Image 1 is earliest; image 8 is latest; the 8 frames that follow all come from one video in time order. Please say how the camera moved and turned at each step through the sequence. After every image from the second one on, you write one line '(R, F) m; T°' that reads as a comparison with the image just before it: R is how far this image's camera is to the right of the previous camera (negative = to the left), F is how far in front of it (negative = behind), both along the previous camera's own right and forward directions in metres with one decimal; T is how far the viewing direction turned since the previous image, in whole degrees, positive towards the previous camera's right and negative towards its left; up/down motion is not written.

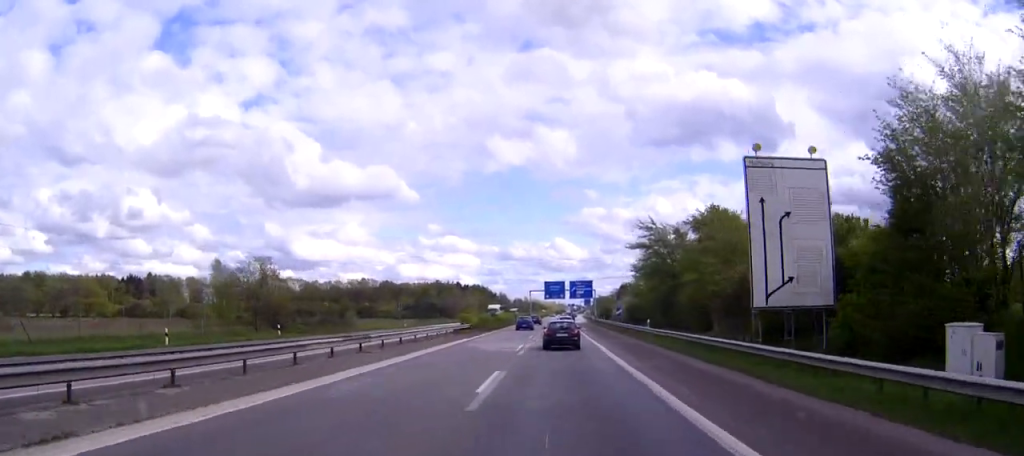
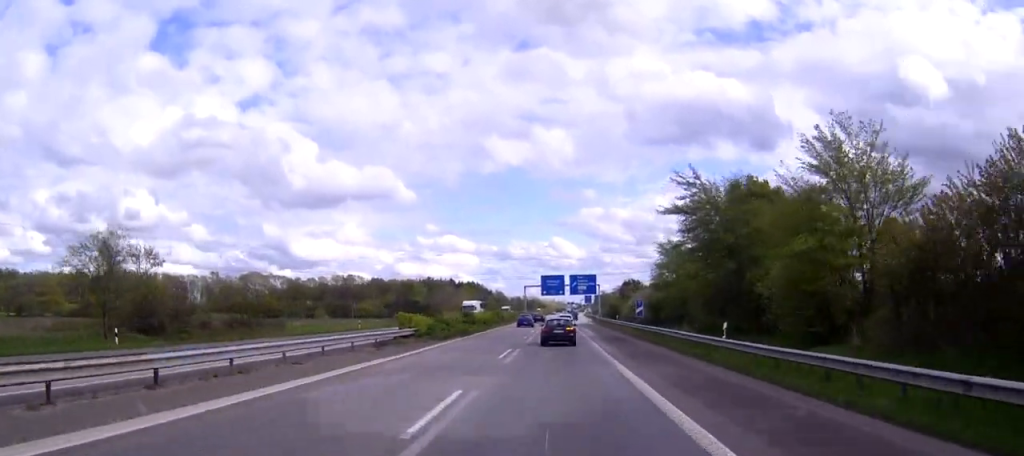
(0.0, +24.3) m; 0°
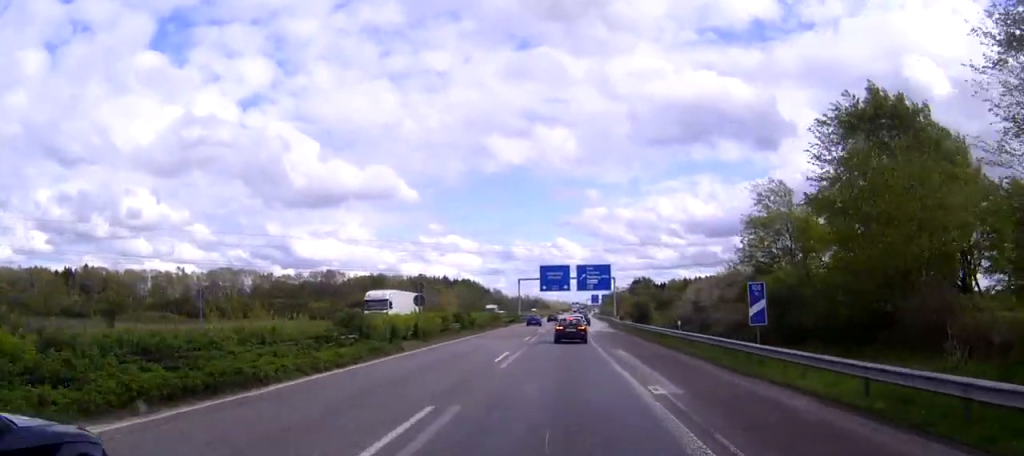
(0.0, +38.3) m; 0°
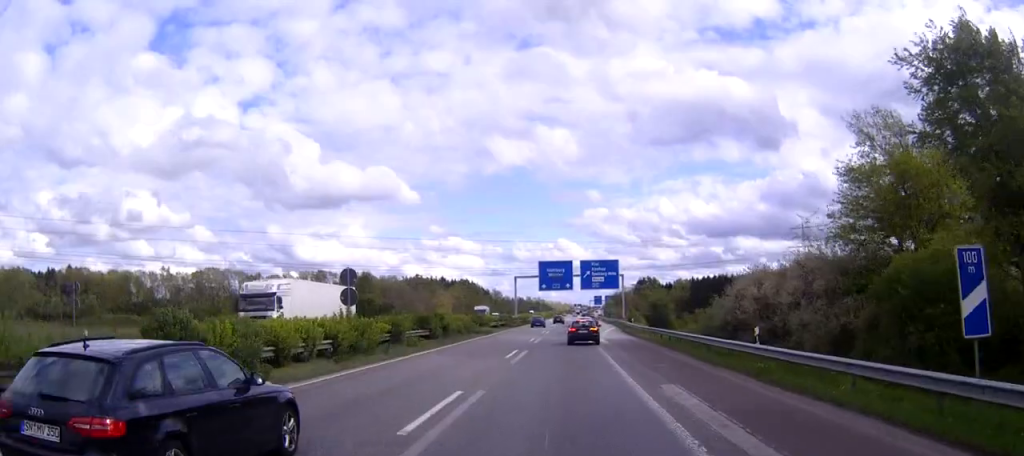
(0.0, +15.0) m; 0°
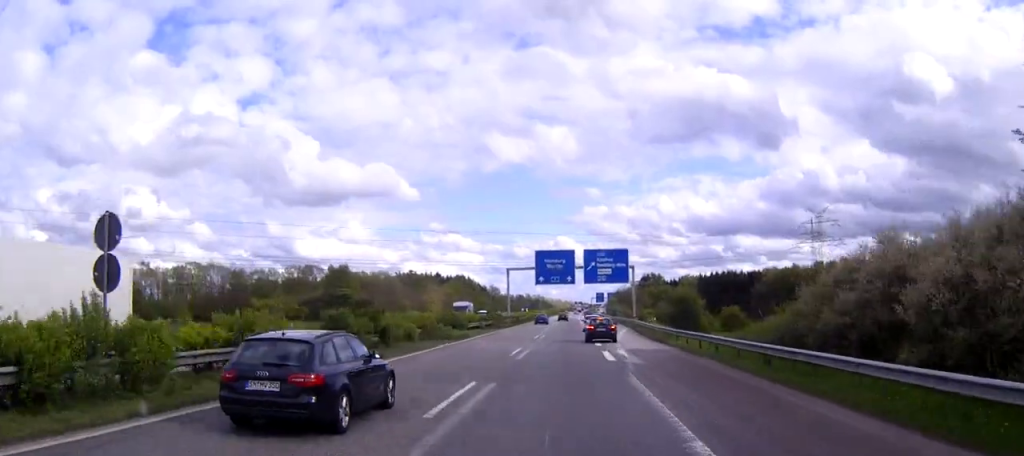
(0.0, +16.9) m; 0°
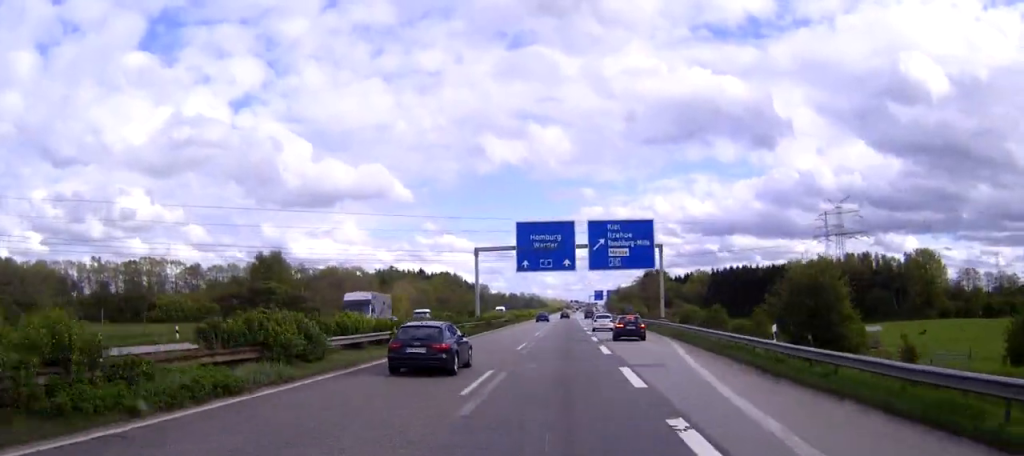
(0.0, +32.7) m; 0°
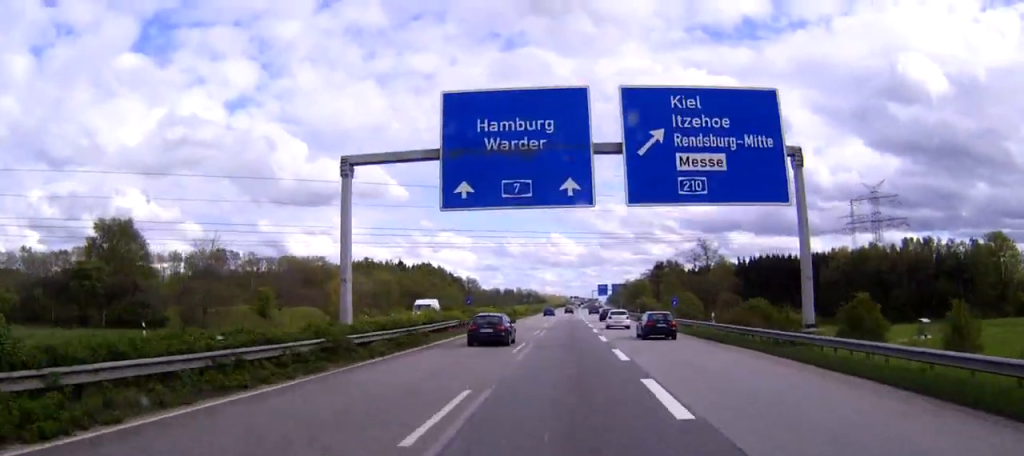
(+0.1, +41.9) m; 0°
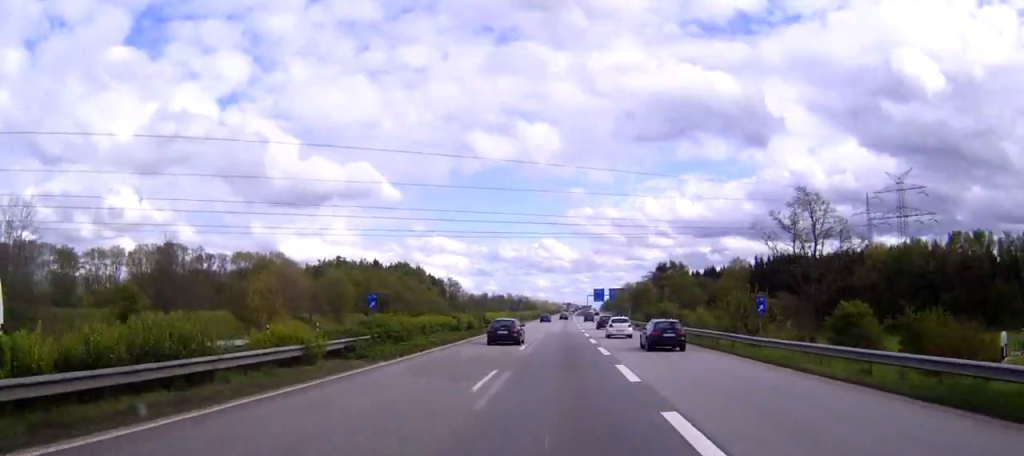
(+0.1, +28.8) m; 0°
